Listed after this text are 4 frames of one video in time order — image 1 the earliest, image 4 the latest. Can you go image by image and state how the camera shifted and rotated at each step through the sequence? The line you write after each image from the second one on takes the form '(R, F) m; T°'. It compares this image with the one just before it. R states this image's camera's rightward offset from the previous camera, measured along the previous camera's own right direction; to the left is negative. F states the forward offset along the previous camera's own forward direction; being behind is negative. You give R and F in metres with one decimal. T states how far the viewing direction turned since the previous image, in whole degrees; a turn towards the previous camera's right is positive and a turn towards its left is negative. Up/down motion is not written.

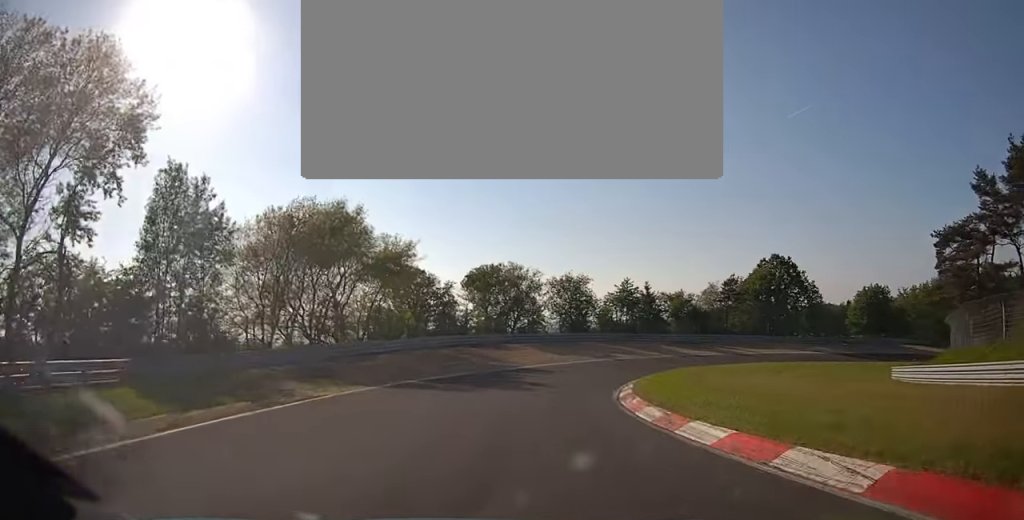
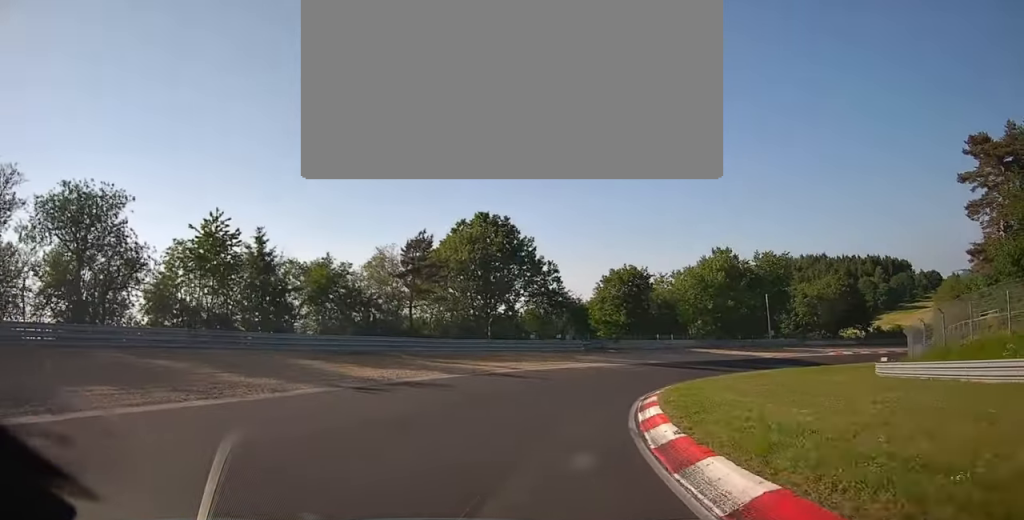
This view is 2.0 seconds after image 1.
(+15.1, +41.7) m; +41°
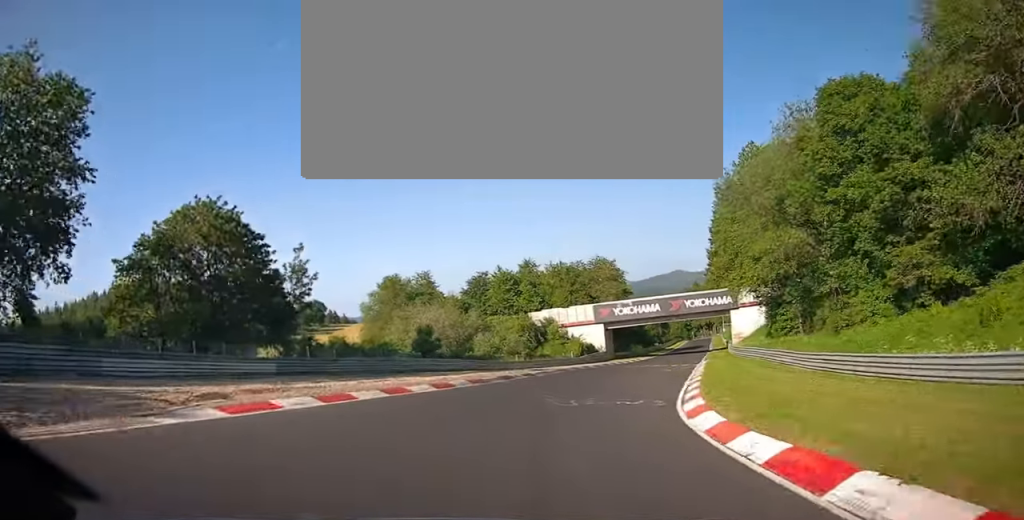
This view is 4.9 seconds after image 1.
(+38.3, +59.2) m; +57°
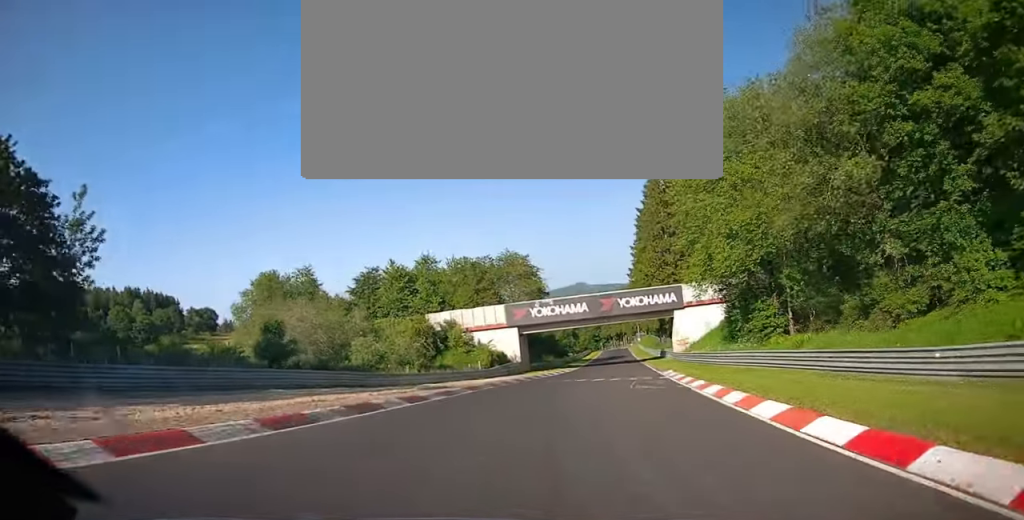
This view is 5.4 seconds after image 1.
(+1.3, +16.2) m; +9°
